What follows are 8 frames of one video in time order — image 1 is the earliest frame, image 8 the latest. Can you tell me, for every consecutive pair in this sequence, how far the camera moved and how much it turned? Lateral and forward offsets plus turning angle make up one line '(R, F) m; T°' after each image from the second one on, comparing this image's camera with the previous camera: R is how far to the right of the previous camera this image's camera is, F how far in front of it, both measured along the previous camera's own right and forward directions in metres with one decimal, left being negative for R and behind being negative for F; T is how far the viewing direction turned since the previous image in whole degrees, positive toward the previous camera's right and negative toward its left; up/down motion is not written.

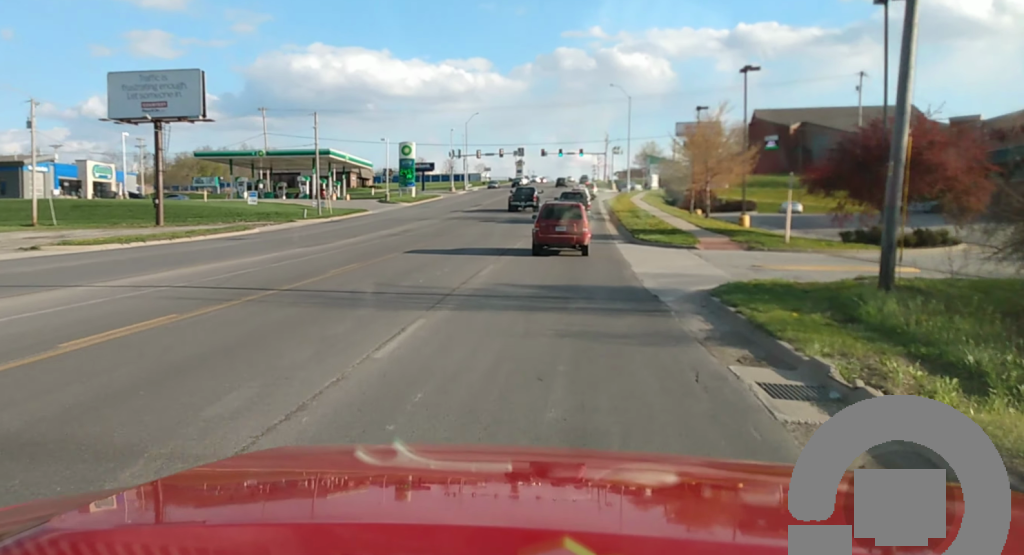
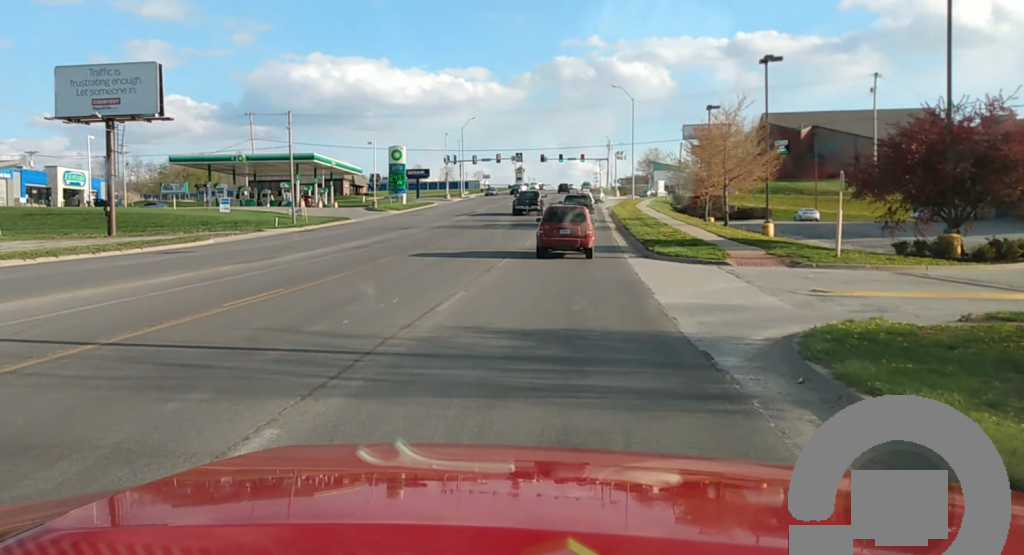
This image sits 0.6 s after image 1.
(+0.2, +7.0) m; 0°
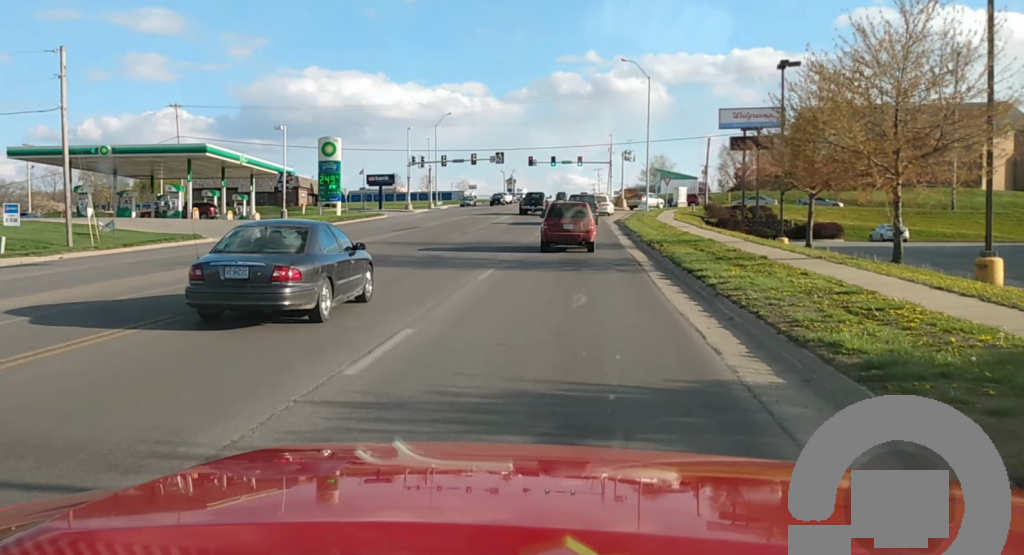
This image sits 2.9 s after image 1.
(+0.1, +30.0) m; 0°
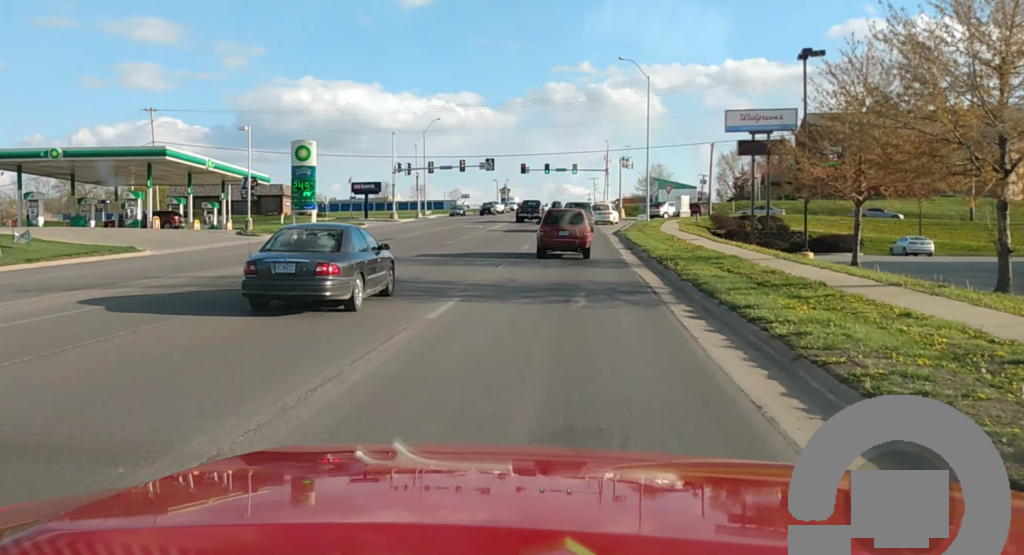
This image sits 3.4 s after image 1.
(-0.1, +6.3) m; -1°
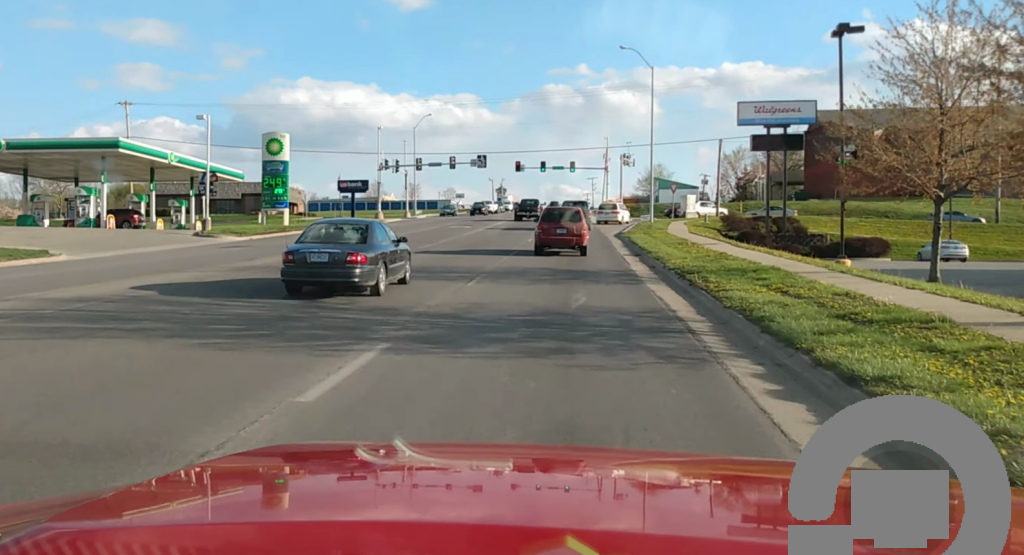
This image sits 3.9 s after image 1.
(-0.1, +6.4) m; 0°
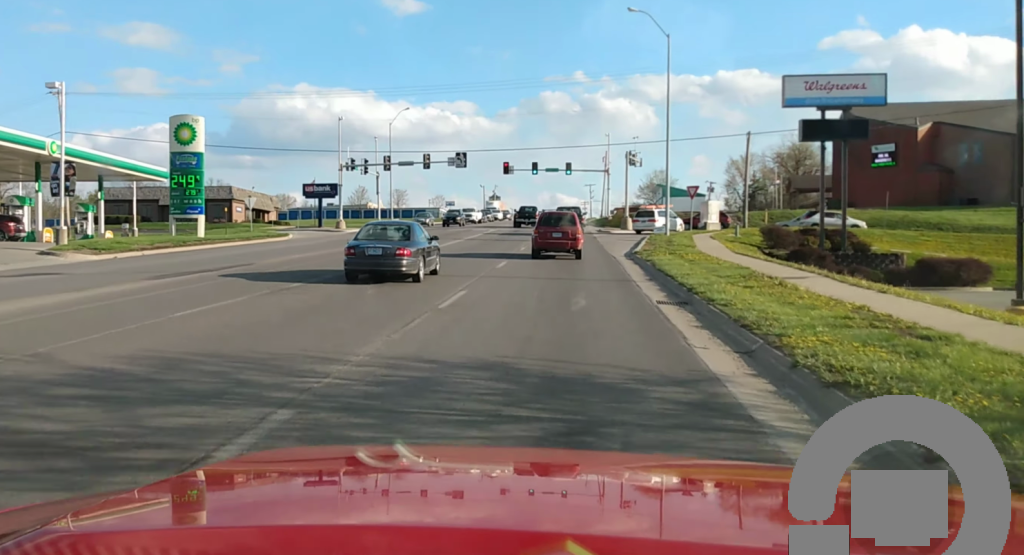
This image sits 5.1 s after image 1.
(-0.2, +15.6) m; 0°
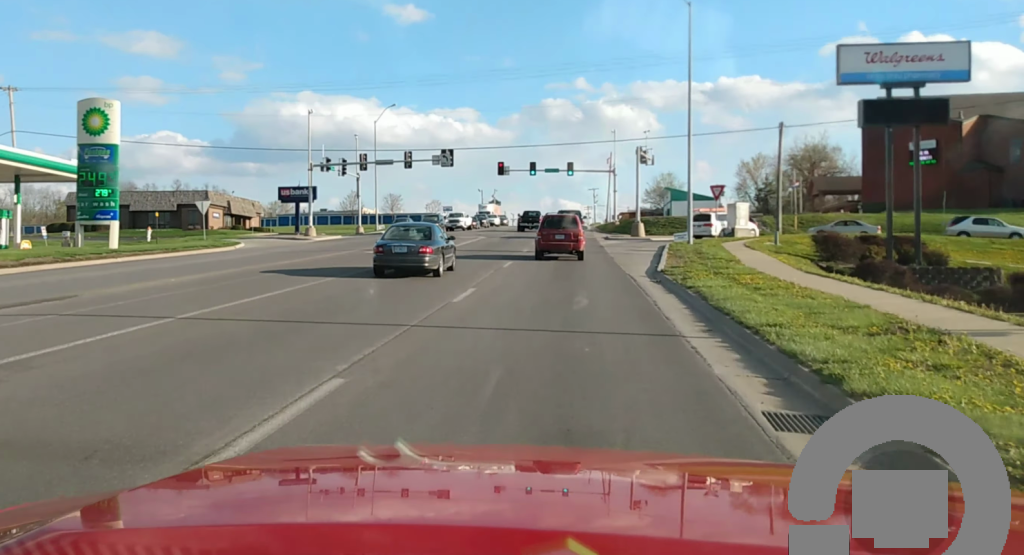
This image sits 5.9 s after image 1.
(0.0, +10.7) m; +1°
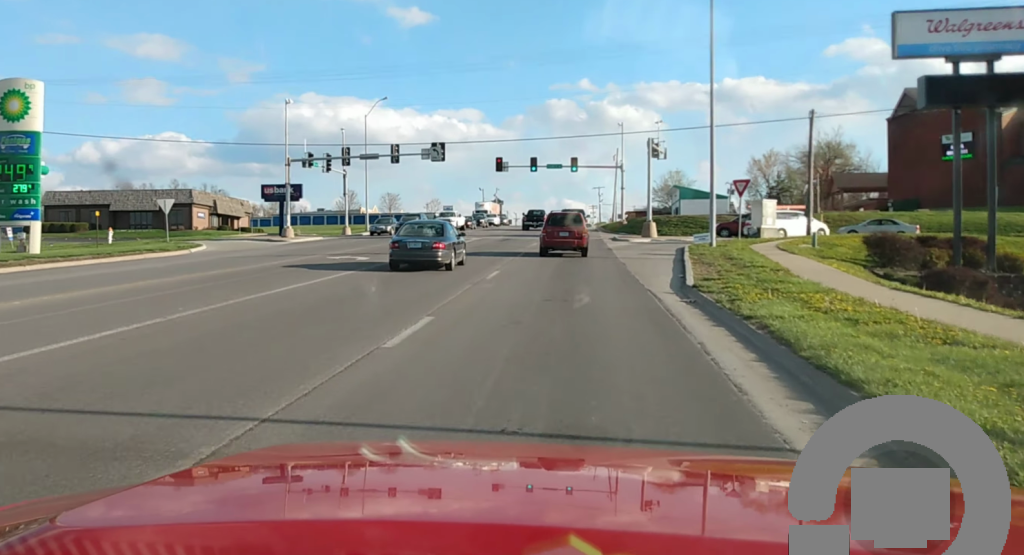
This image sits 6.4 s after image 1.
(0.0, +6.6) m; 0°
